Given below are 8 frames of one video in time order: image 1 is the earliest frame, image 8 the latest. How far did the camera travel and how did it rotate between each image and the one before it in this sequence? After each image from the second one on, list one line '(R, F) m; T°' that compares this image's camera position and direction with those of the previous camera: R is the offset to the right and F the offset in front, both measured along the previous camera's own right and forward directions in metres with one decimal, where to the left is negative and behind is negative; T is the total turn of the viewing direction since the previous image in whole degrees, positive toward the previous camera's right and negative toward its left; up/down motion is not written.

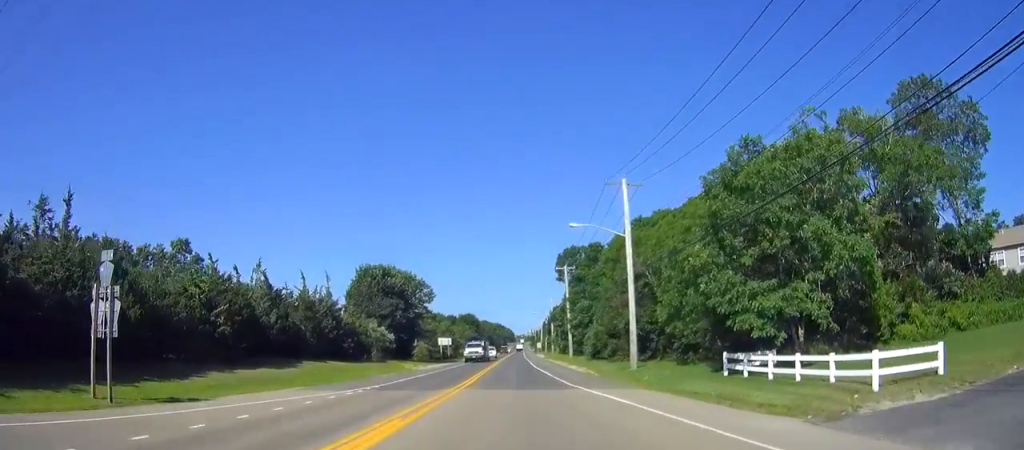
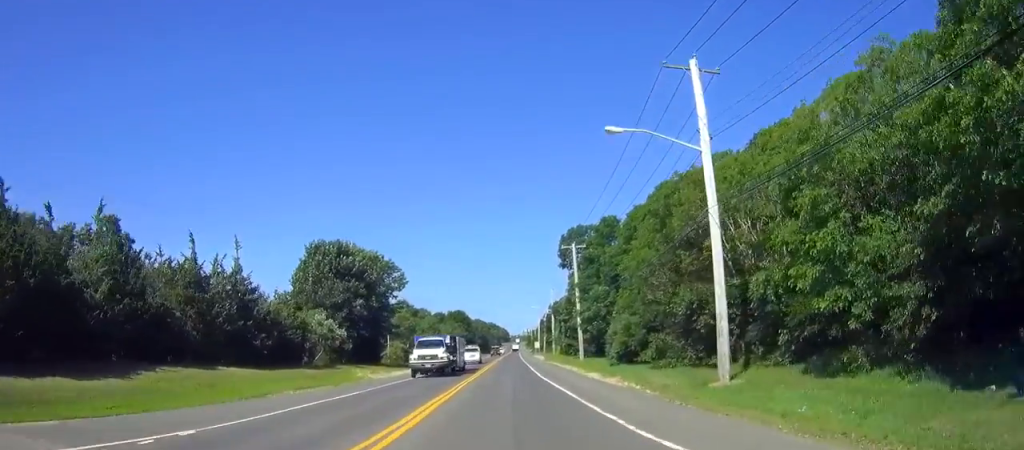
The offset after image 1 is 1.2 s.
(+0.1, +18.7) m; 0°
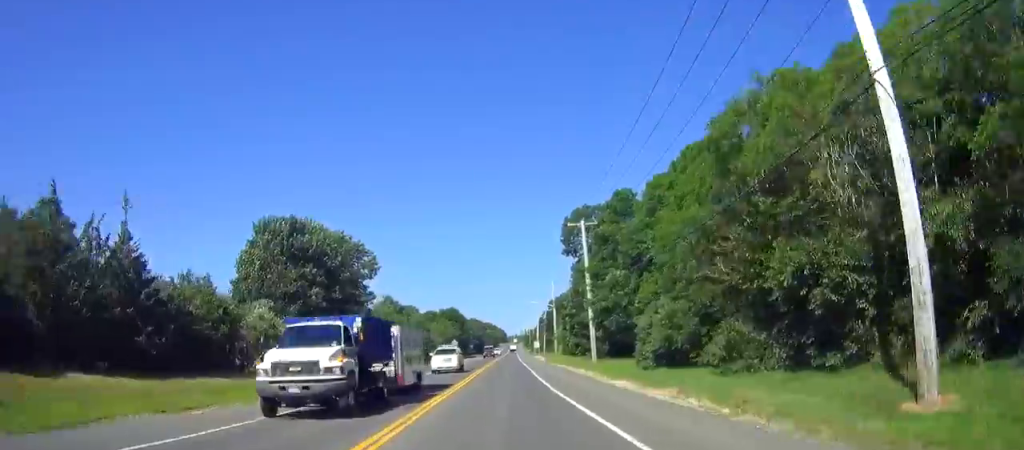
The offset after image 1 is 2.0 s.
(+0.1, +12.2) m; 0°
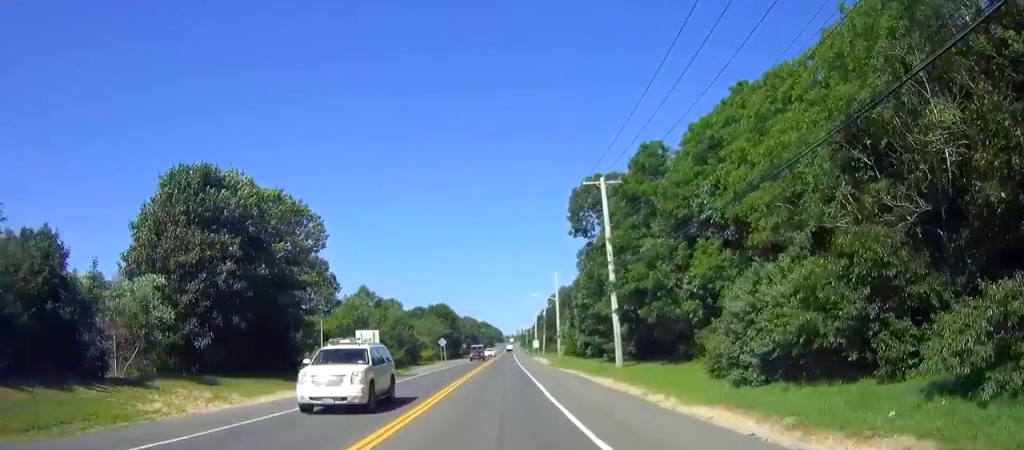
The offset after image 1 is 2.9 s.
(0.0, +14.5) m; 0°
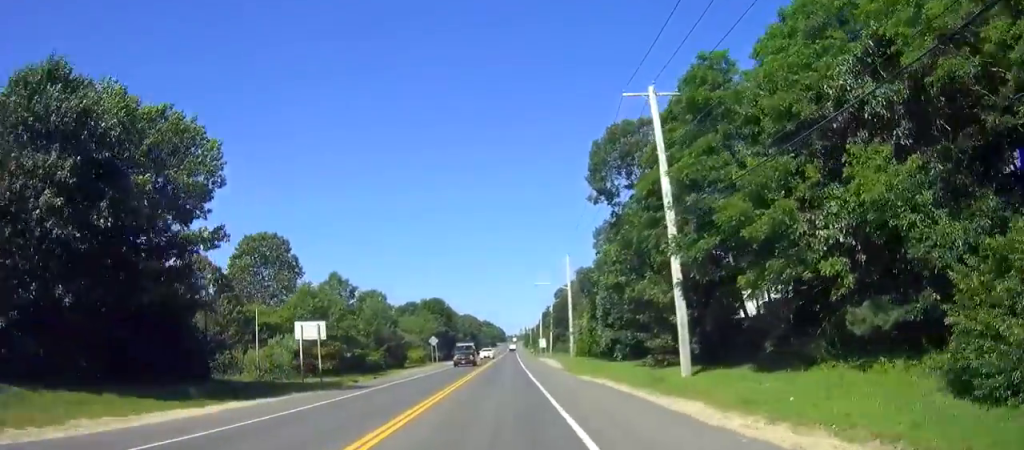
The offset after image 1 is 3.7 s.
(0.0, +15.2) m; 0°
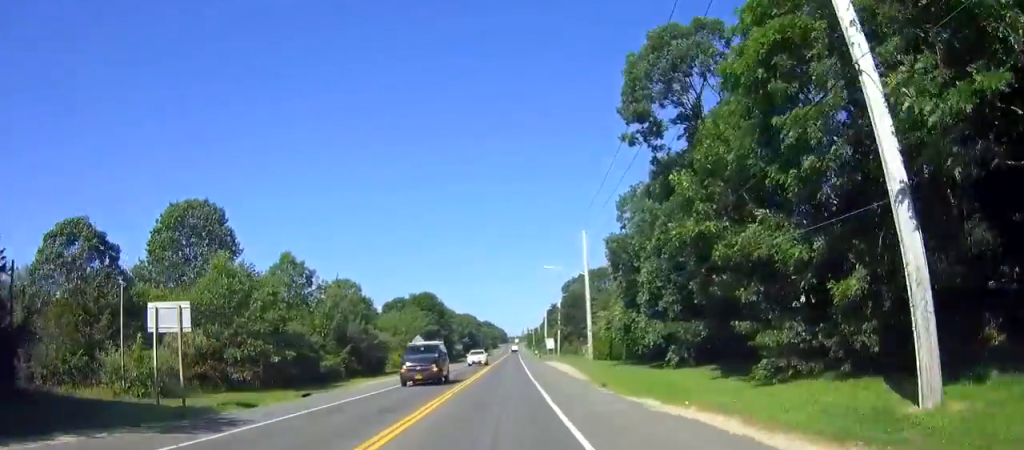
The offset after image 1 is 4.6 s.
(-0.1, +15.8) m; -1°
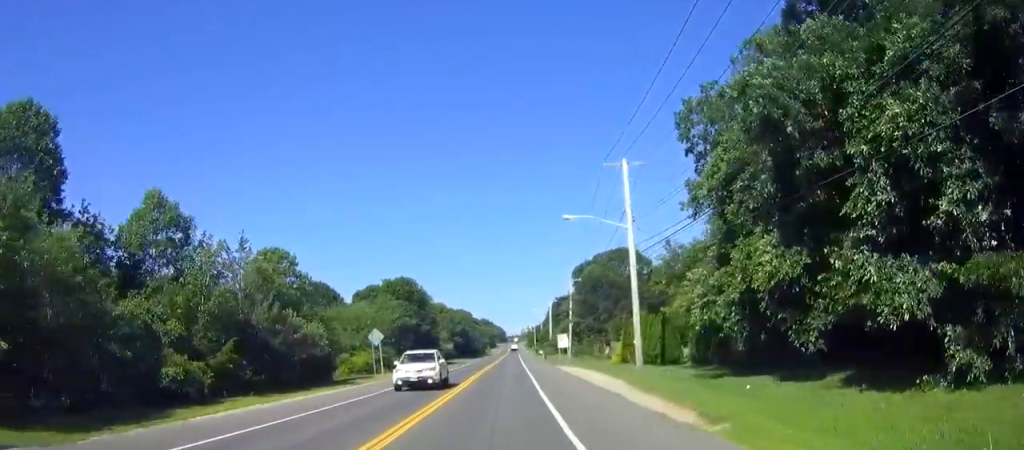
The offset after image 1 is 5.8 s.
(-0.1, +22.2) m; 0°
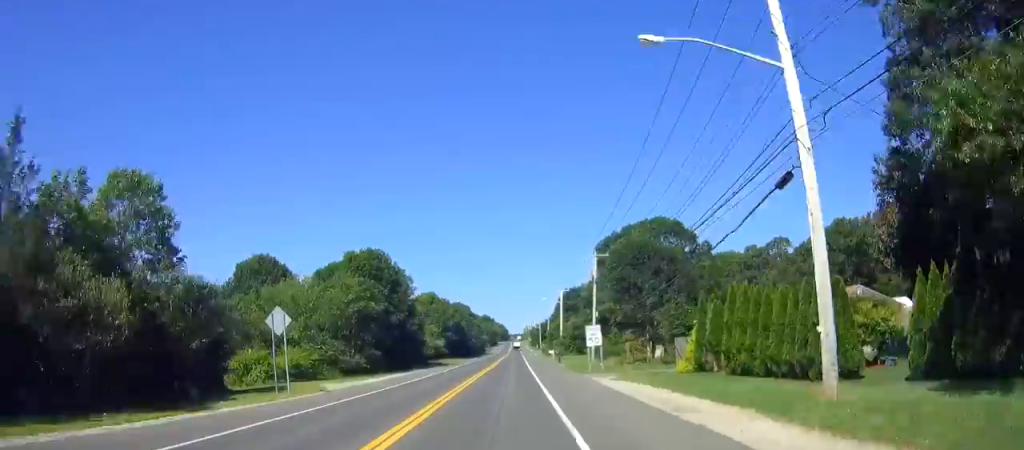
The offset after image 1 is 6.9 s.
(0.0, +22.0) m; +1°
